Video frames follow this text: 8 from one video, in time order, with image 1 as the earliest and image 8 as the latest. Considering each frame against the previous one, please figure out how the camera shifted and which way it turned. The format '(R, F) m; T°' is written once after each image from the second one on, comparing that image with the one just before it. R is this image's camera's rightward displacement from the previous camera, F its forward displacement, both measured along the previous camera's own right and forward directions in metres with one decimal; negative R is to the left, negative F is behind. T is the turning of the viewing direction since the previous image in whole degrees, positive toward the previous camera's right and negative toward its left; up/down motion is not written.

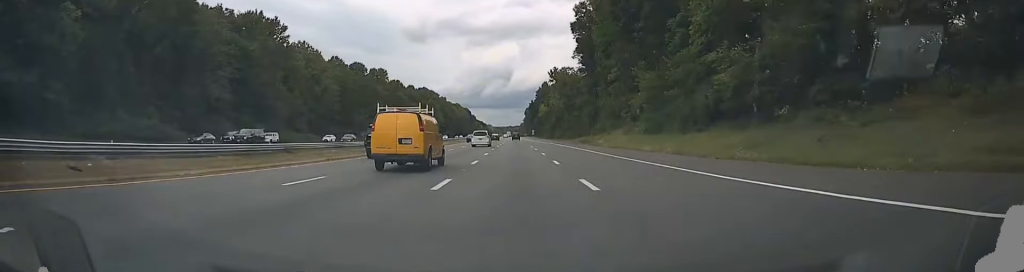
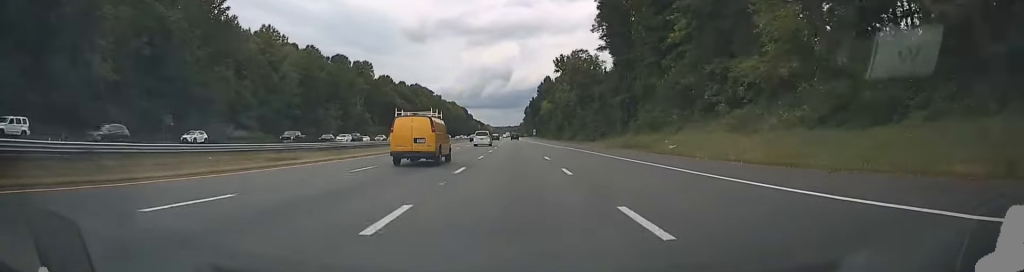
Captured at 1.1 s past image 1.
(0.0, +26.4) m; 0°
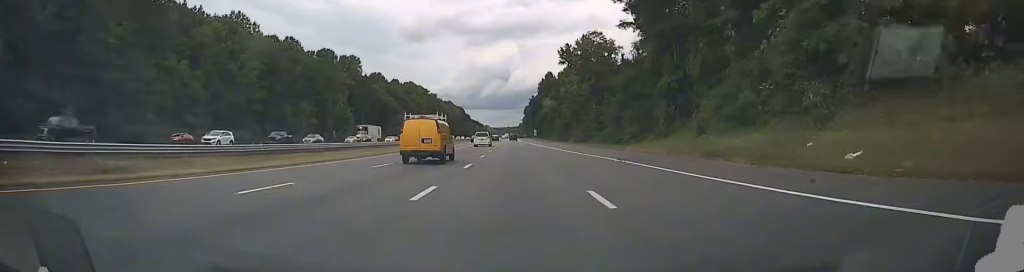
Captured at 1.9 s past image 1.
(0.0, +19.4) m; 0°
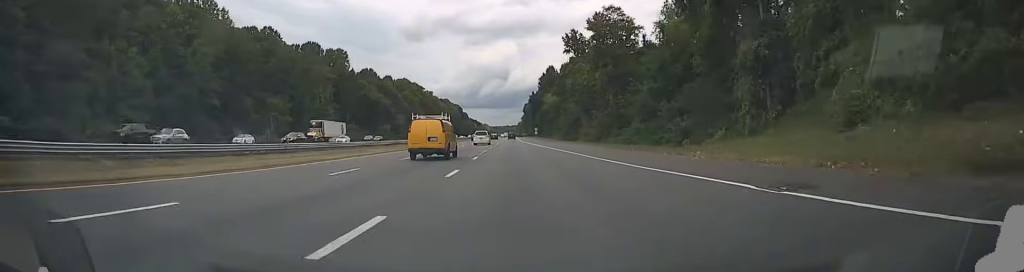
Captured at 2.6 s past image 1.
(+0.1, +17.4) m; 0°
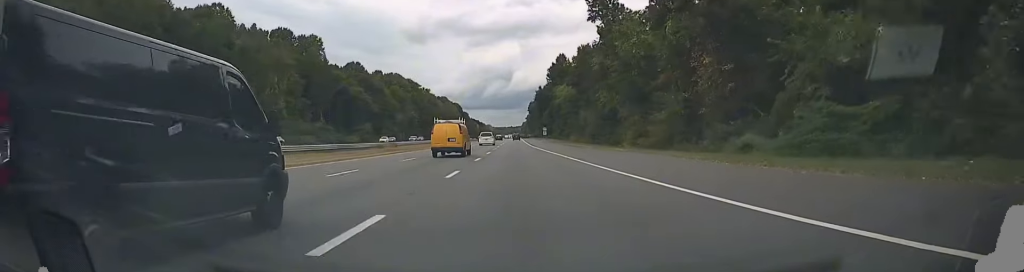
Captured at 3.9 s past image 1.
(-0.3, +31.9) m; -1°
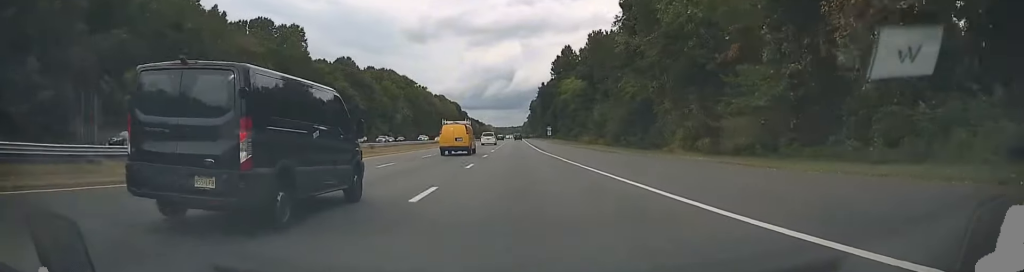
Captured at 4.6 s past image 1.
(-0.1, +16.5) m; 0°
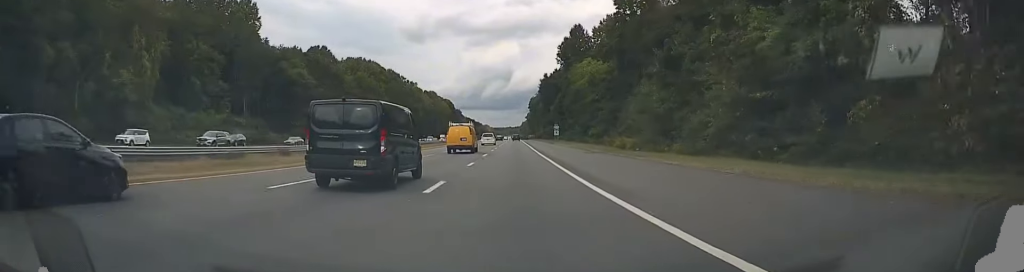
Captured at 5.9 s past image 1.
(+0.3, +31.9) m; +1°
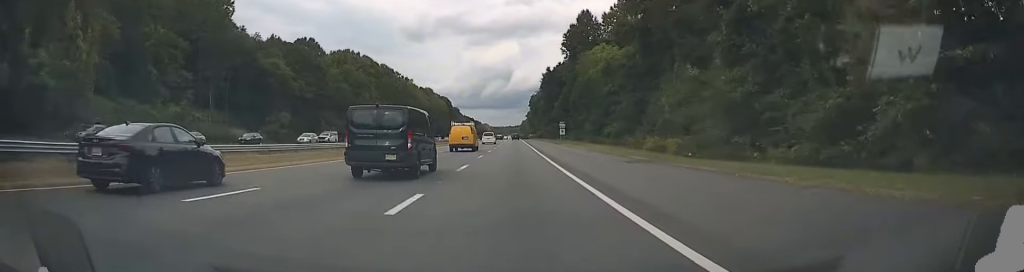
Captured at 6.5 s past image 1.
(+0.2, +14.8) m; 0°
